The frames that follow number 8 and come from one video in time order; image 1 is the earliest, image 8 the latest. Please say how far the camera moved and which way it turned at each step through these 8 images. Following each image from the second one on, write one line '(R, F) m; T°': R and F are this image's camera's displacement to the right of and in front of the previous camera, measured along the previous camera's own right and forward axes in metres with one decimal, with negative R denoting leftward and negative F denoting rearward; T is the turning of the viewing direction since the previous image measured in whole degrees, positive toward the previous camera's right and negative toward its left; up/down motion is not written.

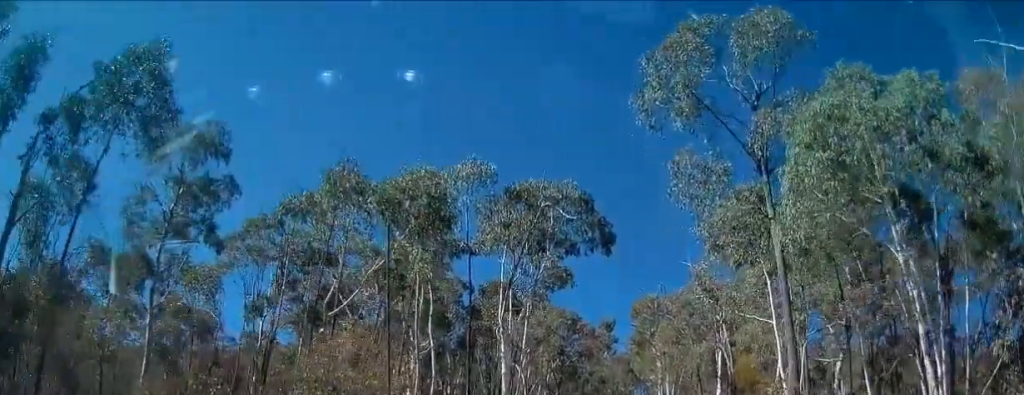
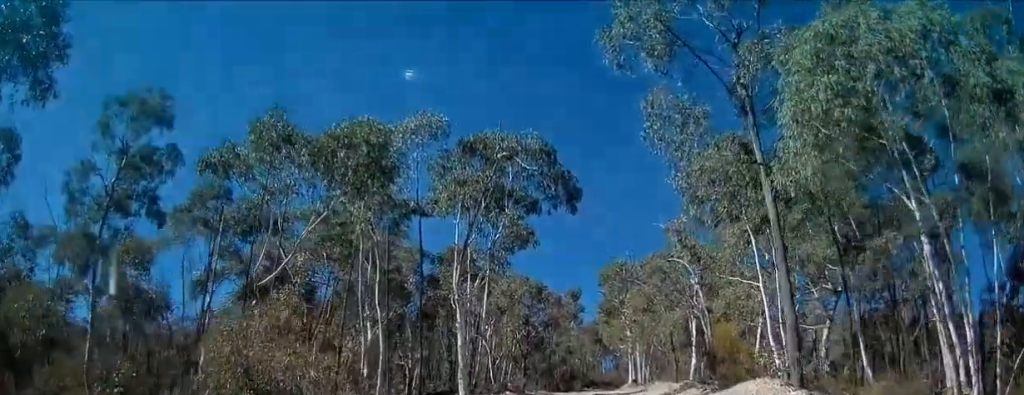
(+0.1, +1.8) m; +3°
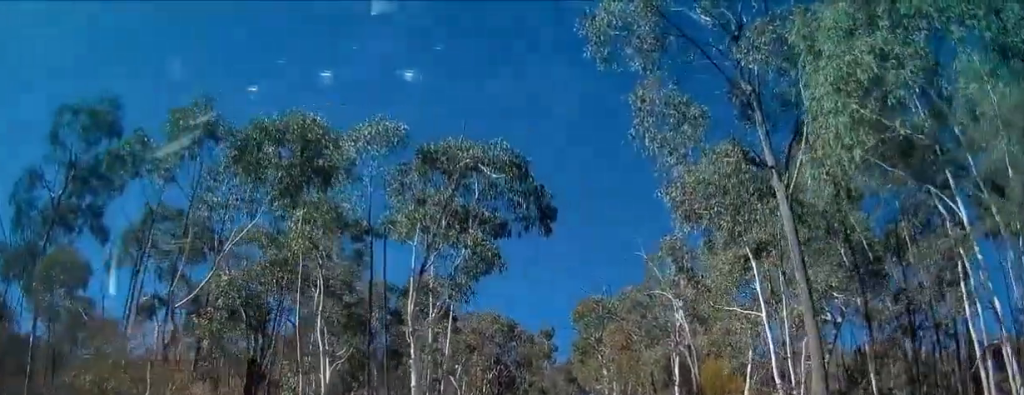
(+0.1, +2.5) m; +1°
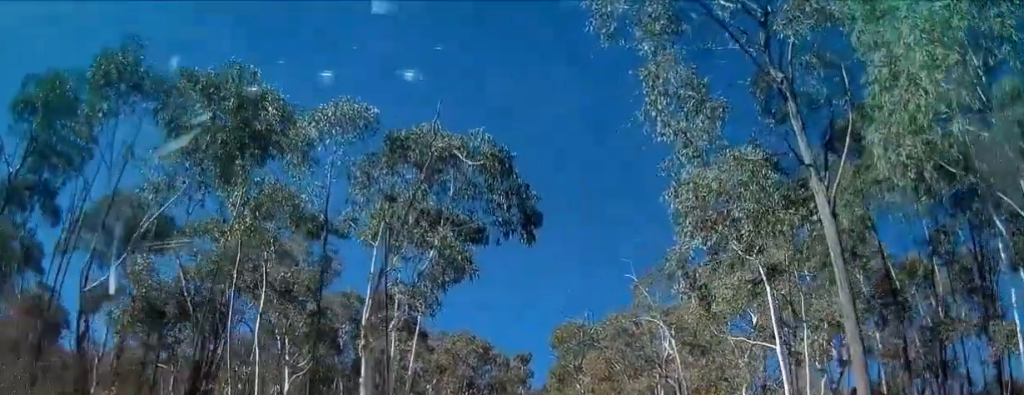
(0.0, +2.4) m; 0°
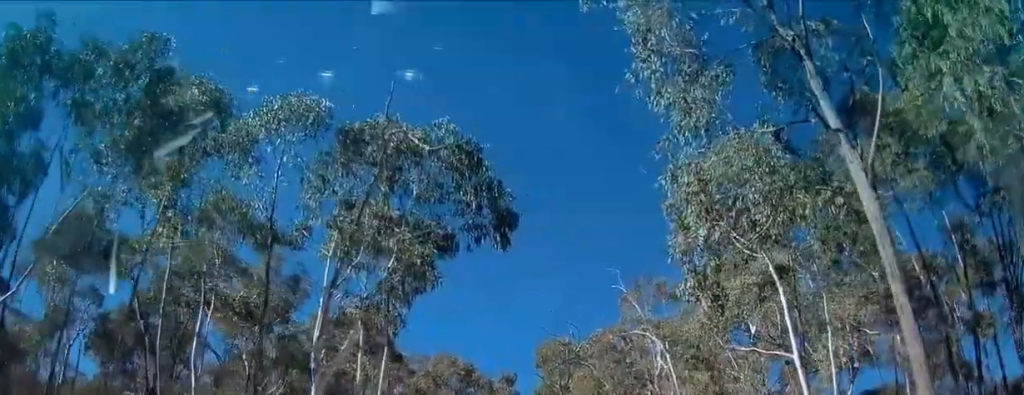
(0.0, +1.4) m; +2°
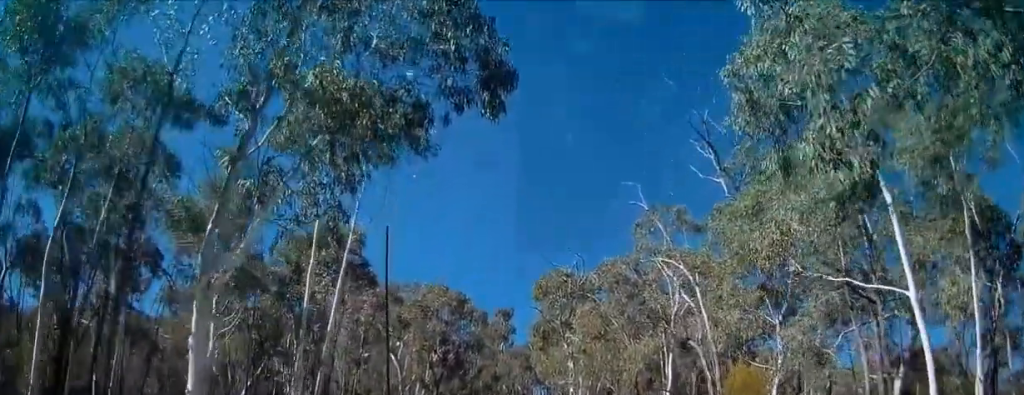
(+0.1, +2.9) m; +3°
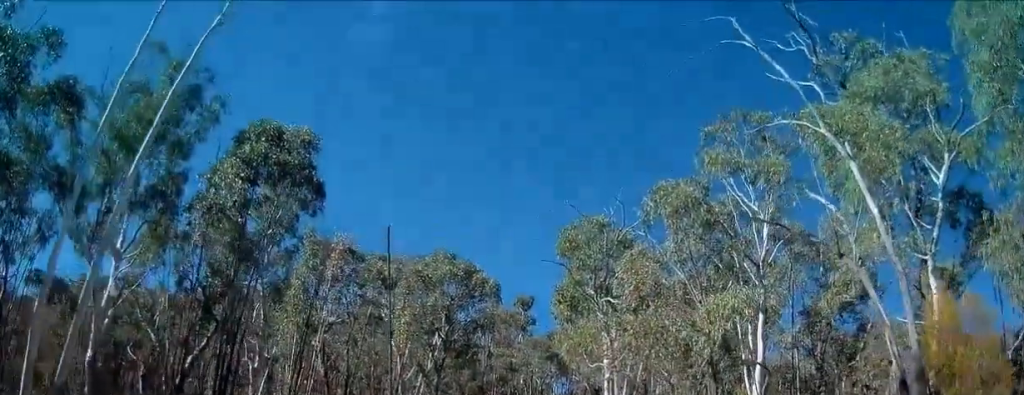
(-0.4, +7.0) m; -6°
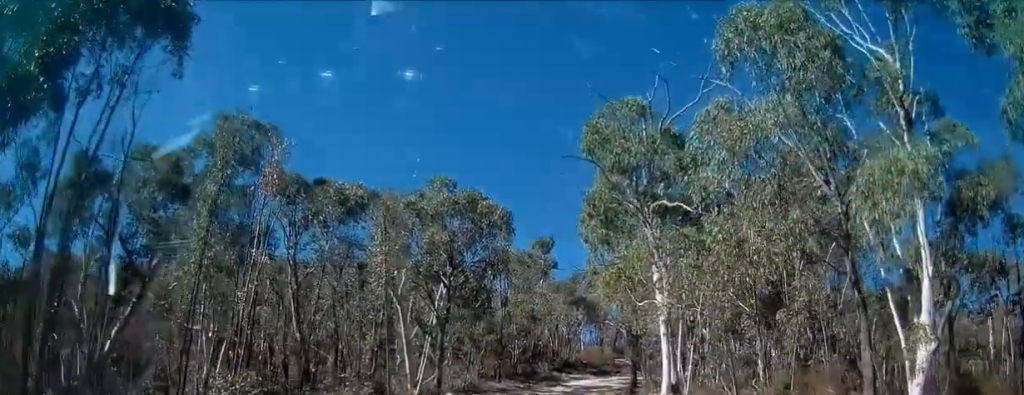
(-0.1, +6.5) m; -6°
